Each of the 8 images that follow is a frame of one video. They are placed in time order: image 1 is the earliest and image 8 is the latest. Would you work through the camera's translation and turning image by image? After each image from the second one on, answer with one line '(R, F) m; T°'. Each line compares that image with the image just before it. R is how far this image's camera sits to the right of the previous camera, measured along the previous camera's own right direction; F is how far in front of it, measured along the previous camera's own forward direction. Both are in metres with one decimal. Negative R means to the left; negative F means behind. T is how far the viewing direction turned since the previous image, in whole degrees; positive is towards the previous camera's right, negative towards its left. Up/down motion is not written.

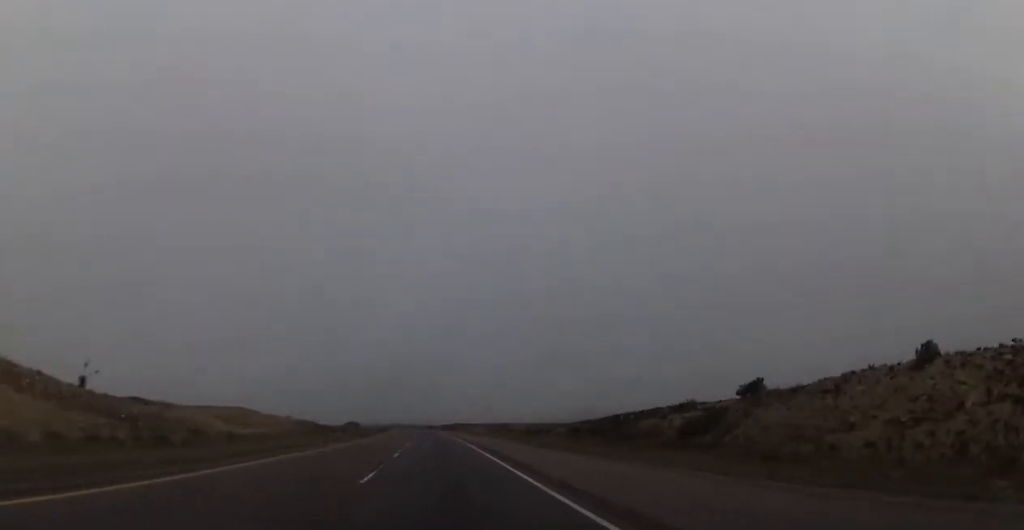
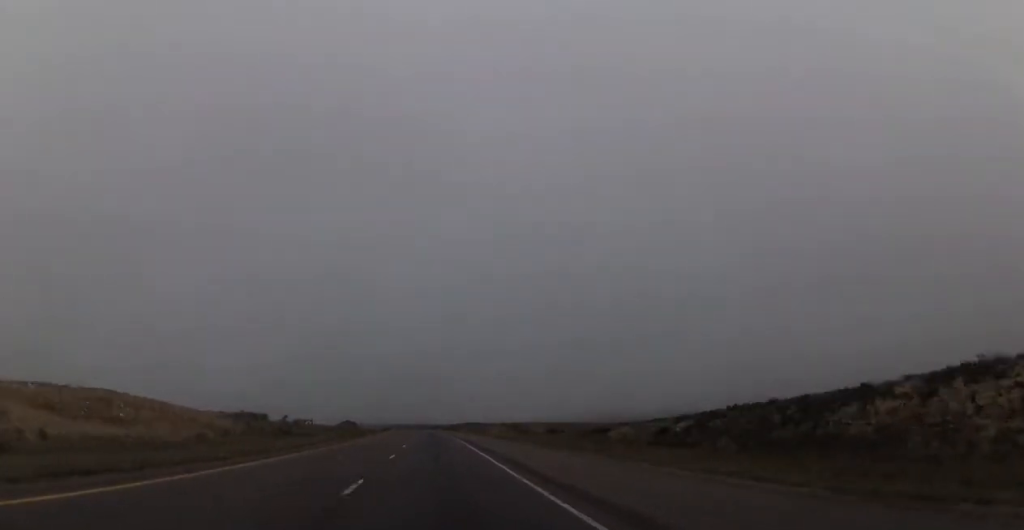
(0.0, +26.5) m; 0°
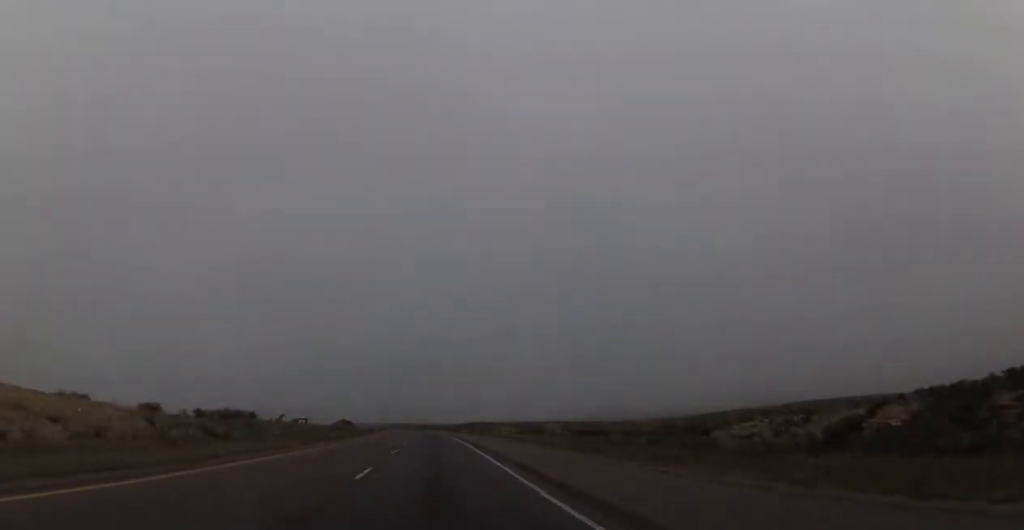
(+0.1, +21.4) m; 0°
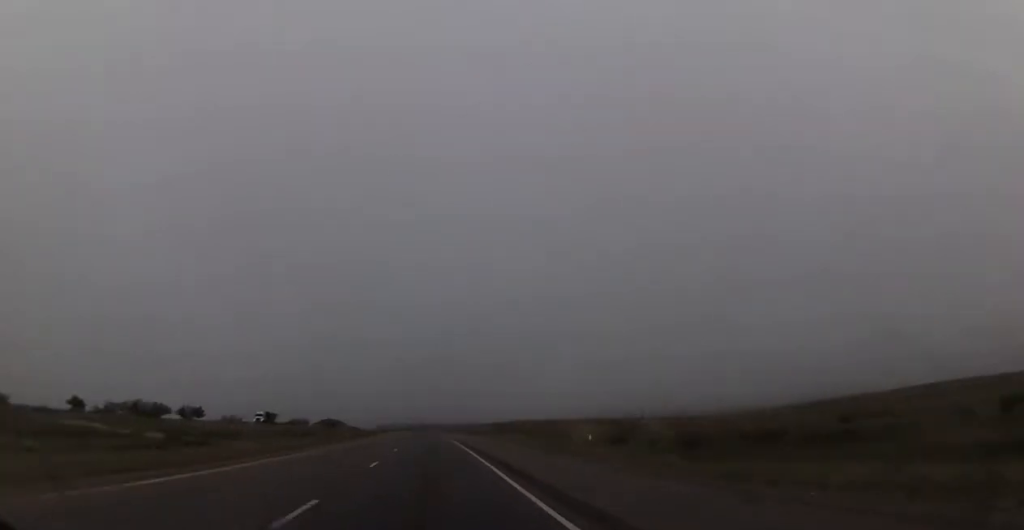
(-1.7, +67.6) m; -2°
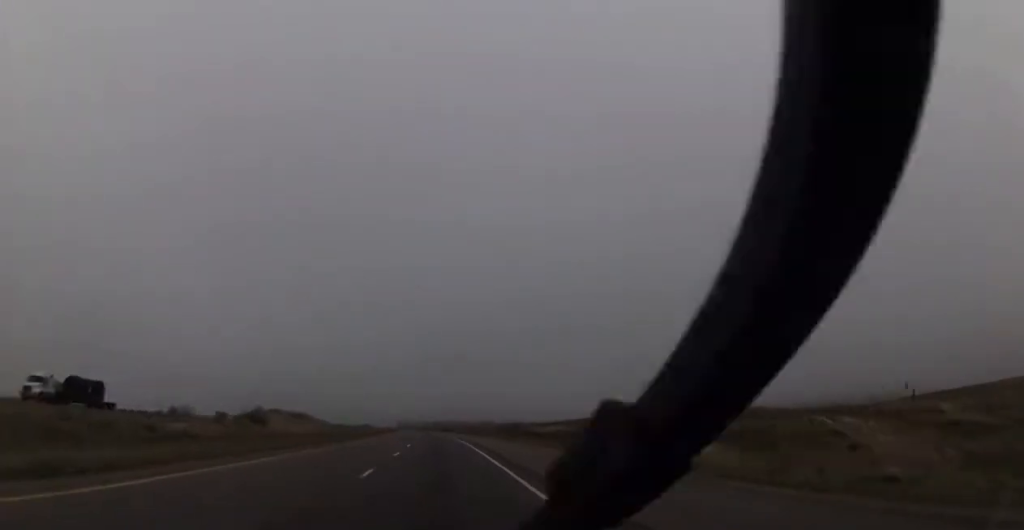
(-0.8, +65.3) m; -1°
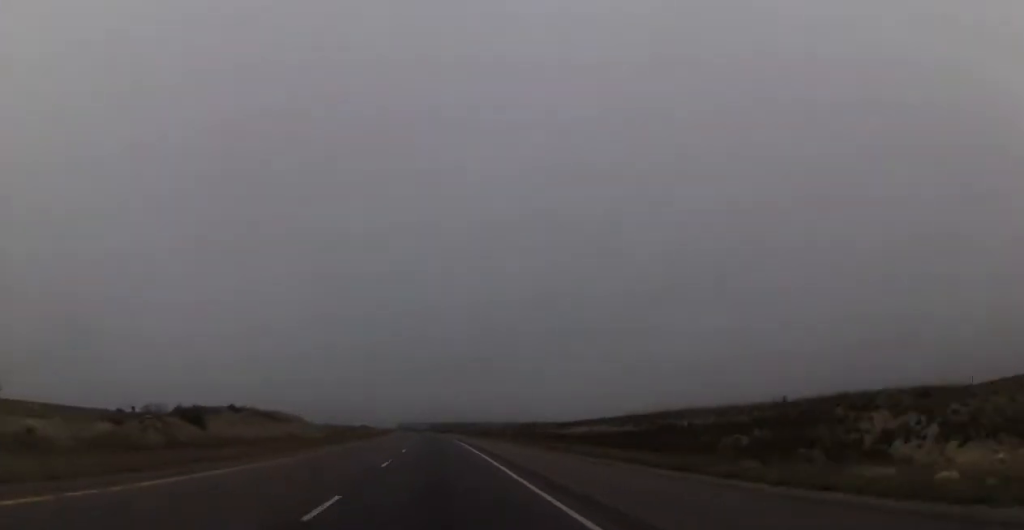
(-0.2, +19.0) m; 0°
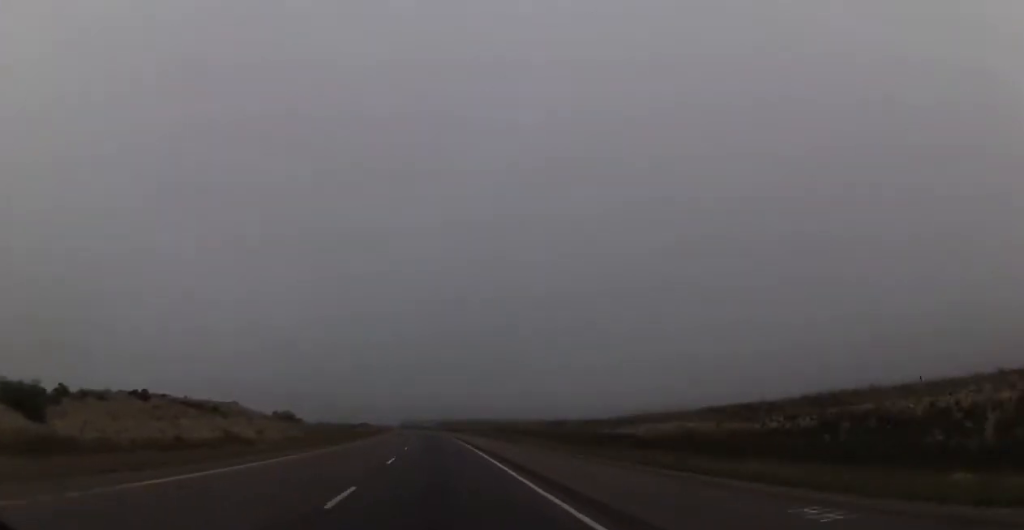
(-0.1, +22.8) m; -1°
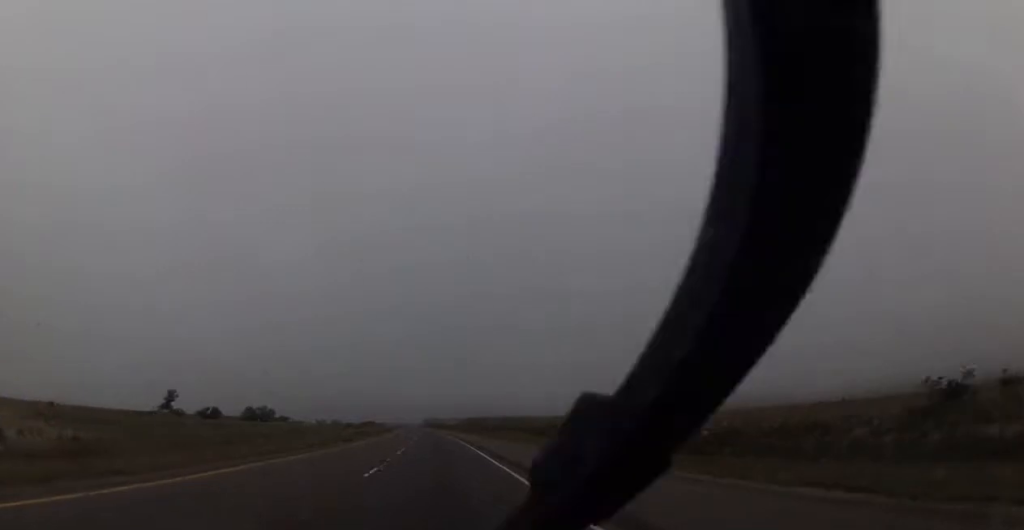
(-0.9, +67.1) m; -1°
